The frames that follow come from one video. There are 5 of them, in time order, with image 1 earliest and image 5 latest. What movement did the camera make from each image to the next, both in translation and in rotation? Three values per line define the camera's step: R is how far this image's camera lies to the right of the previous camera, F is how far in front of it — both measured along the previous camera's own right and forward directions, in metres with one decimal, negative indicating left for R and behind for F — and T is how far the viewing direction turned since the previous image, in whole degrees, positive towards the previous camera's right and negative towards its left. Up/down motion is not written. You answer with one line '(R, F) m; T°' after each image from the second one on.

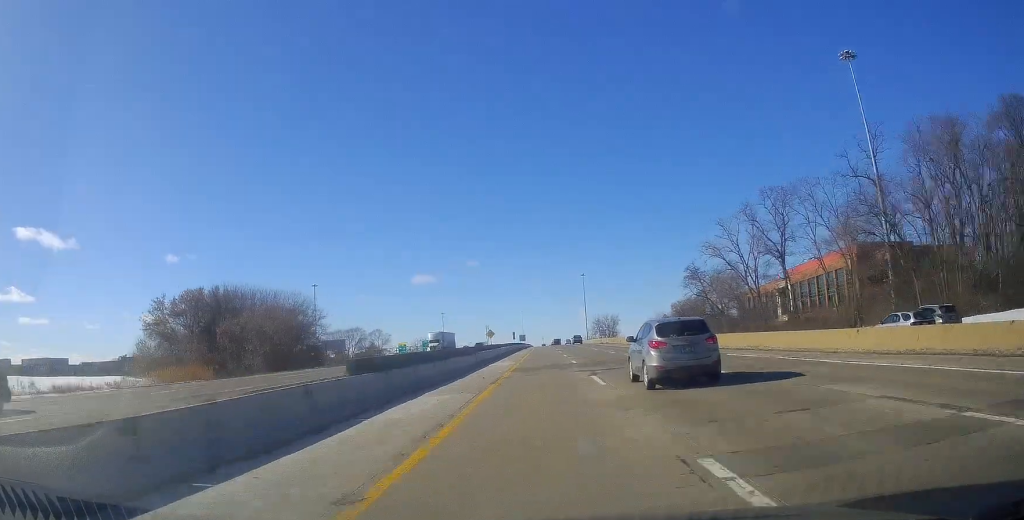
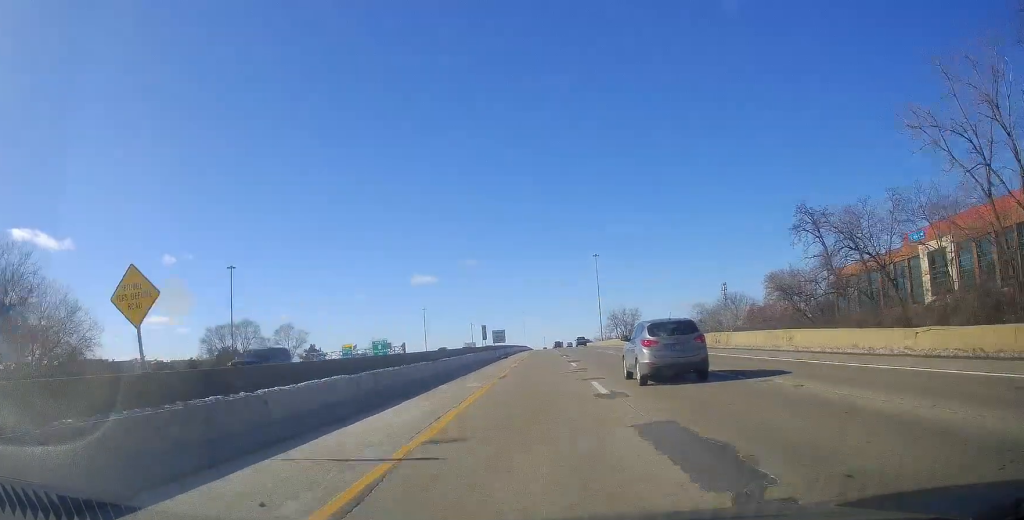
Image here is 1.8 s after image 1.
(-0.7, +63.2) m; -1°
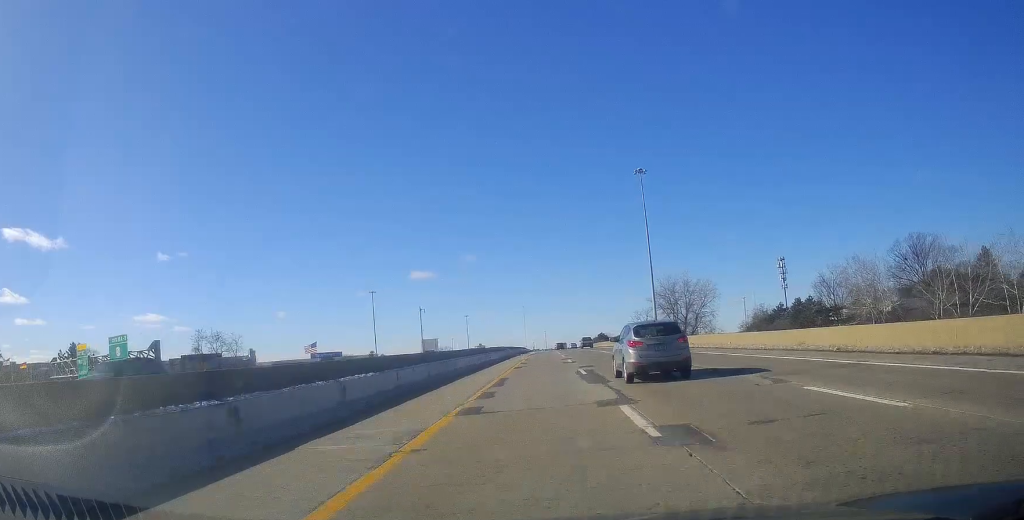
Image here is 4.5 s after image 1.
(+1.1, +98.3) m; 0°
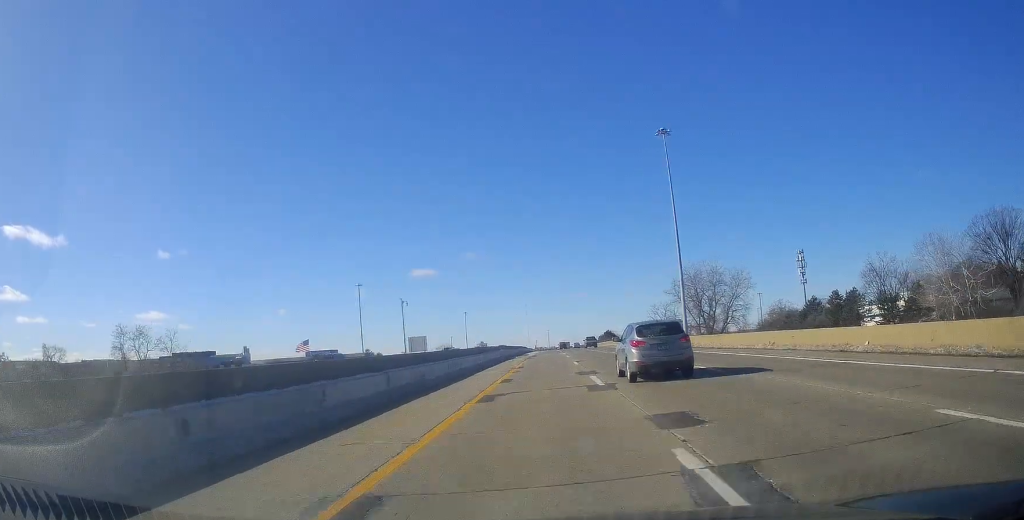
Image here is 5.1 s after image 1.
(-0.1, +20.2) m; -1°
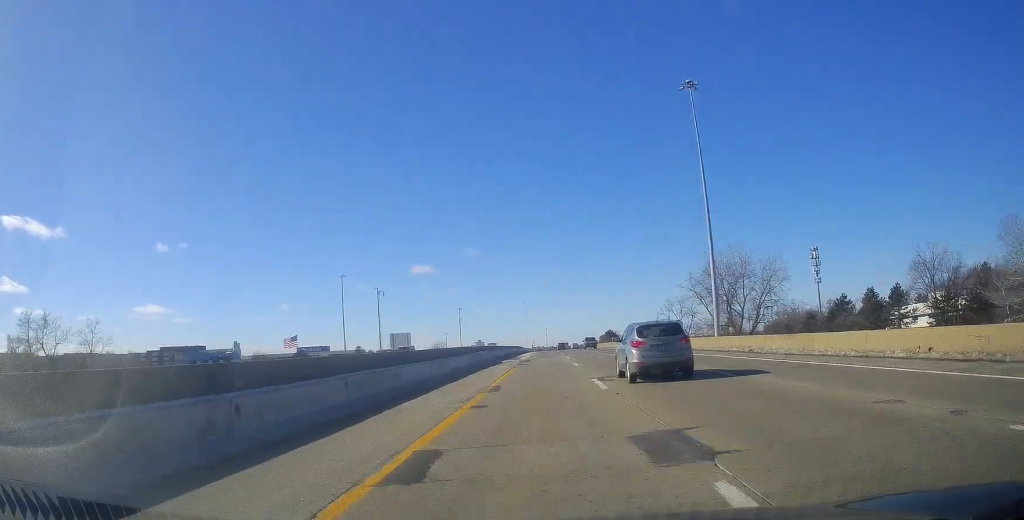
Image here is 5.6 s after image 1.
(-0.2, +16.7) m; 0°
